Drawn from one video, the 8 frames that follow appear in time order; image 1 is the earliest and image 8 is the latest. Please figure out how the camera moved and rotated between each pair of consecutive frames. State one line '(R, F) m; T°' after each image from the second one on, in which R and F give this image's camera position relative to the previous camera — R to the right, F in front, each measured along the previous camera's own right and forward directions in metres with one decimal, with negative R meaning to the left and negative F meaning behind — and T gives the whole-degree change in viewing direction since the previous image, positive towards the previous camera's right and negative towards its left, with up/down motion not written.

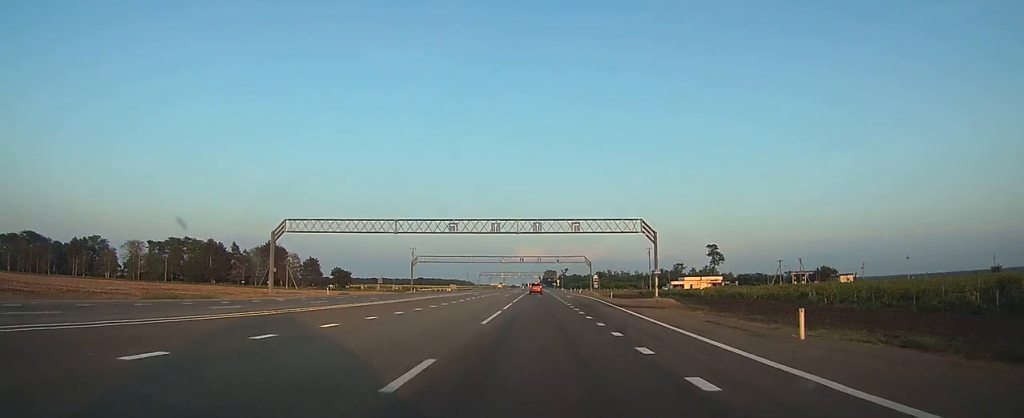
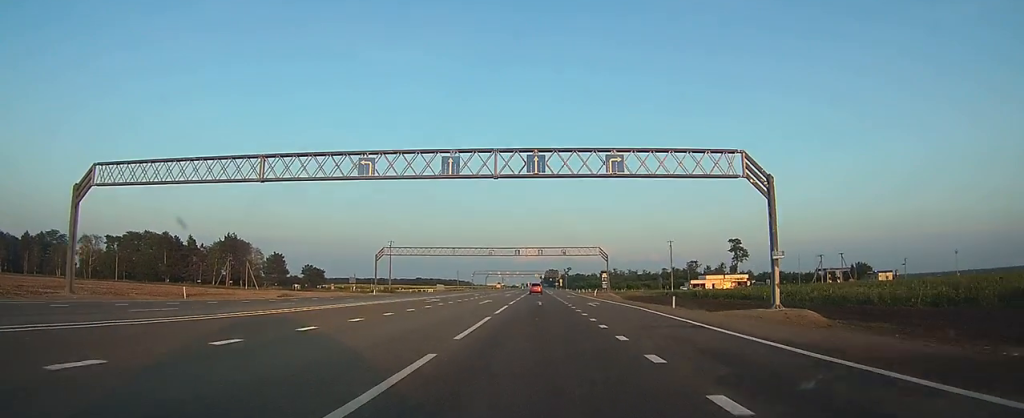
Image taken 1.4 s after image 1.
(0.0, +29.4) m; 0°
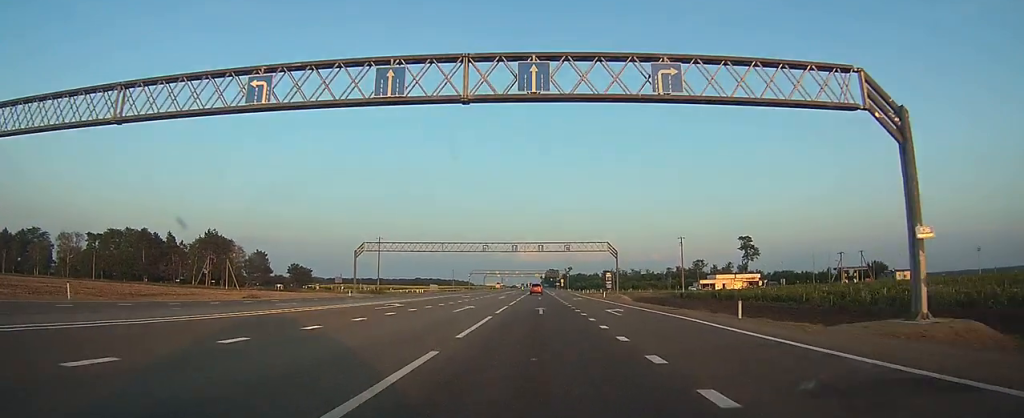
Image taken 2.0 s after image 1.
(0.0, +11.6) m; 0°
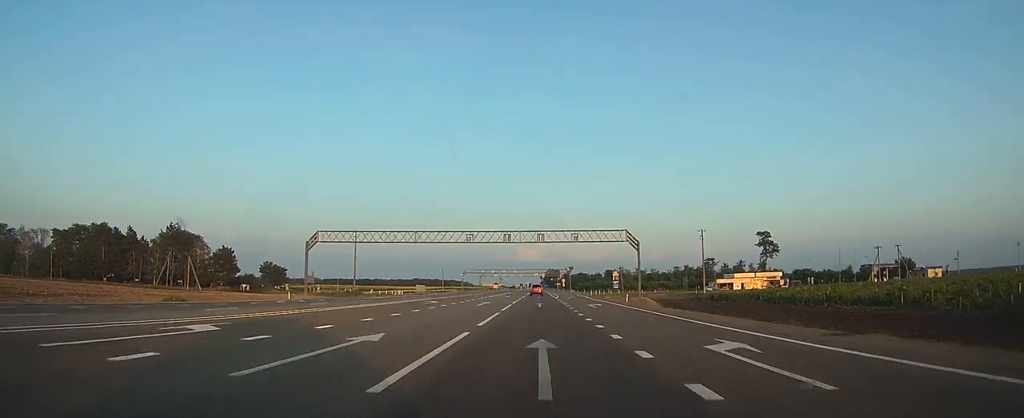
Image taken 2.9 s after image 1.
(0.0, +19.0) m; 0°
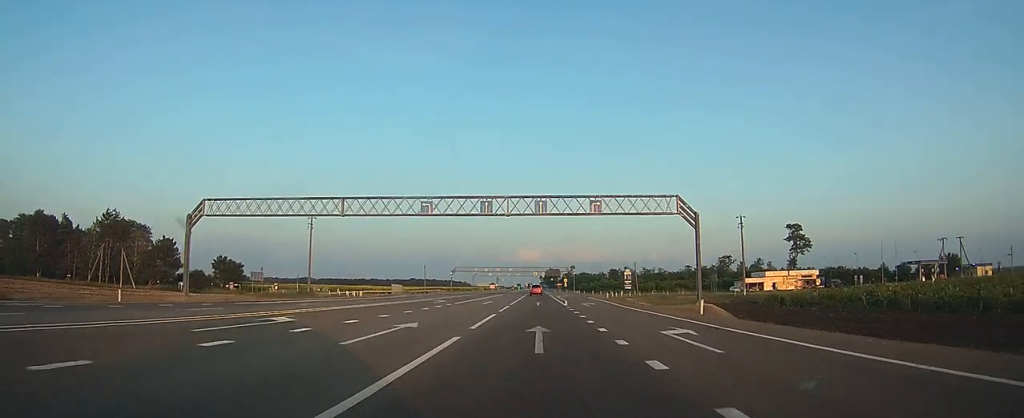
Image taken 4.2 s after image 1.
(0.0, +25.4) m; 0°
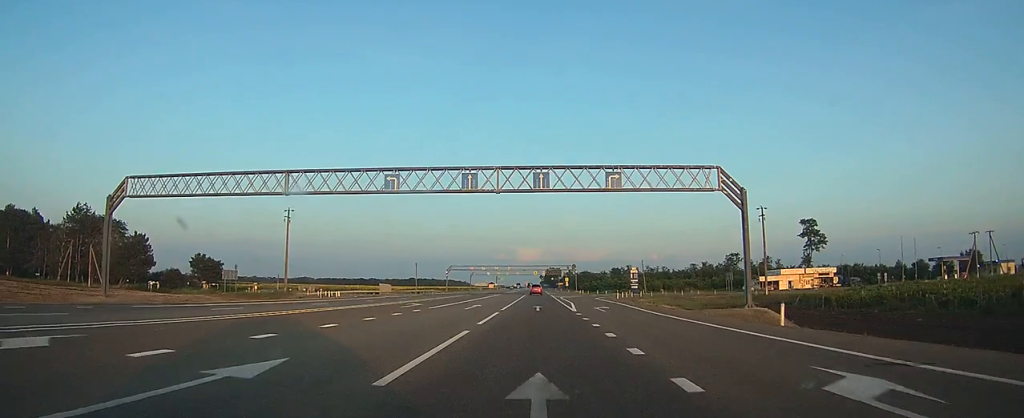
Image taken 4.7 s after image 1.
(0.0, +9.9) m; 0°
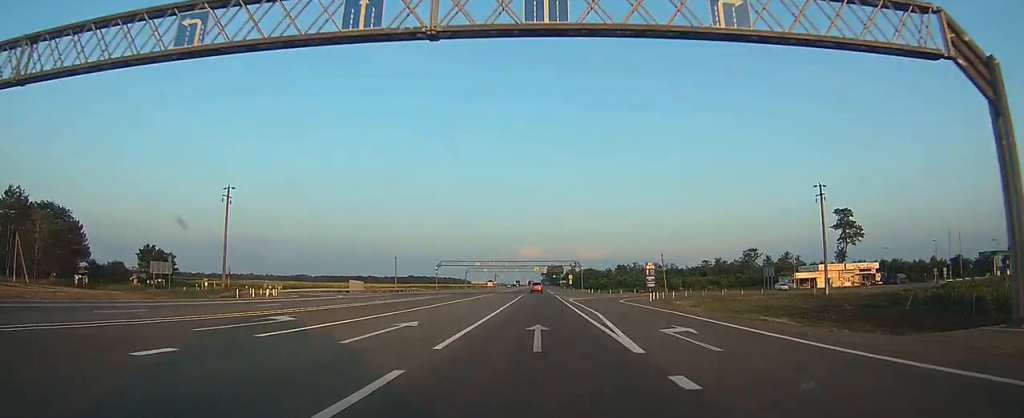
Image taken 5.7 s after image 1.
(0.0, +19.7) m; 0°
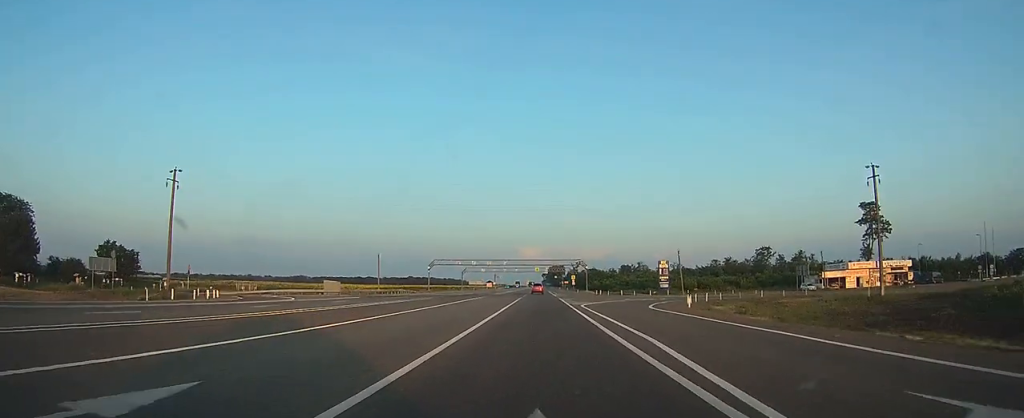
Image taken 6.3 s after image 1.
(0.0, +12.4) m; 0°
